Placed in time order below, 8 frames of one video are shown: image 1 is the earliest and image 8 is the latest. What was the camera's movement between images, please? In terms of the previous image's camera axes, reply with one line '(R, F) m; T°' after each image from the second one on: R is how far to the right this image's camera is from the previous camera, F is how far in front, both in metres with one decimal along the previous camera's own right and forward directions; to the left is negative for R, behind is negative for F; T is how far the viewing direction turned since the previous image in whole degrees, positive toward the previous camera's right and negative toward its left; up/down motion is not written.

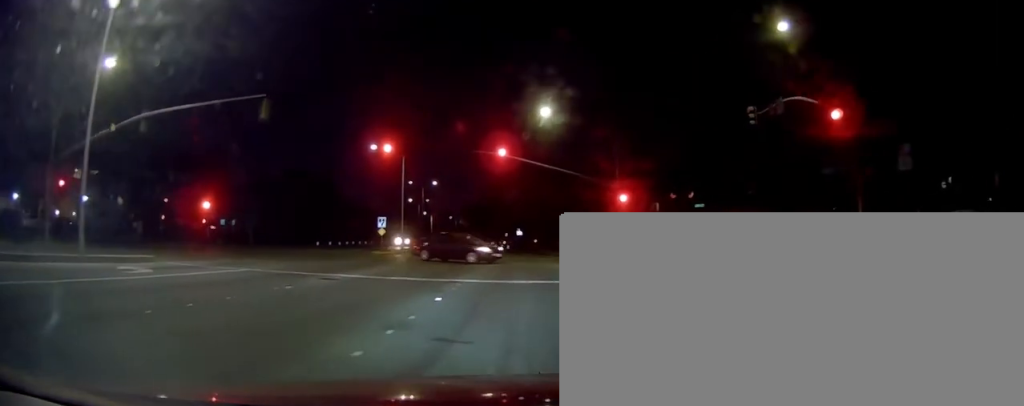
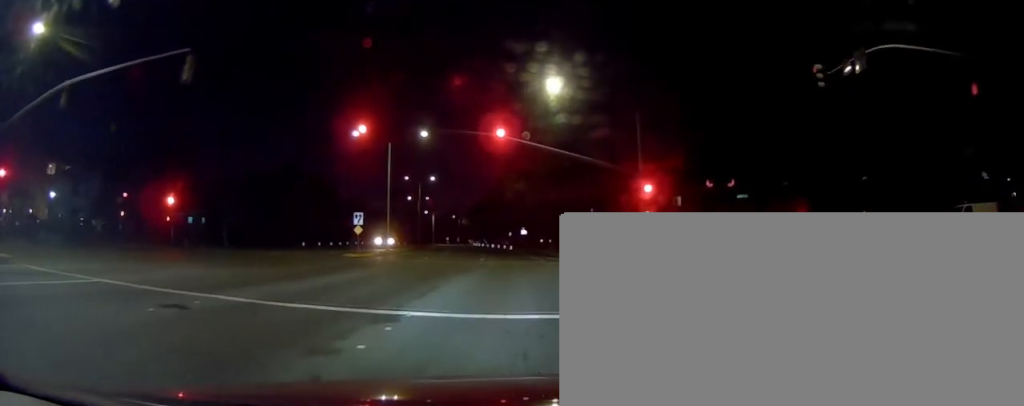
(0.0, +9.8) m; 0°
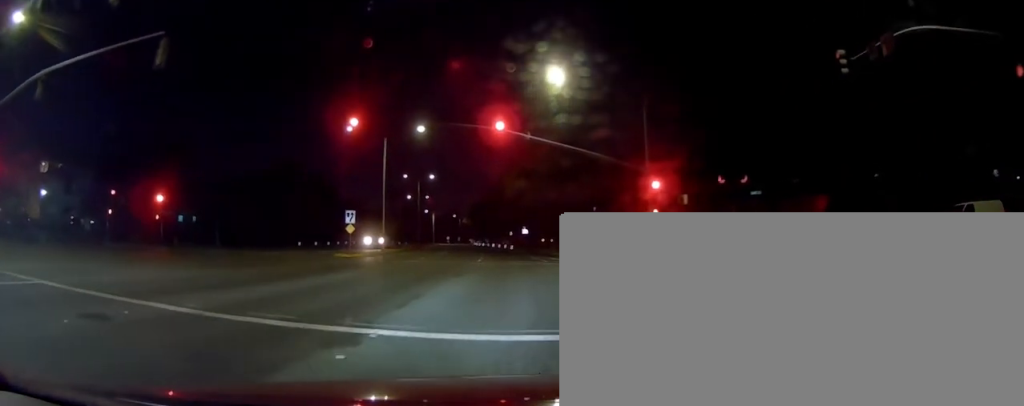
(0.0, +3.0) m; 0°
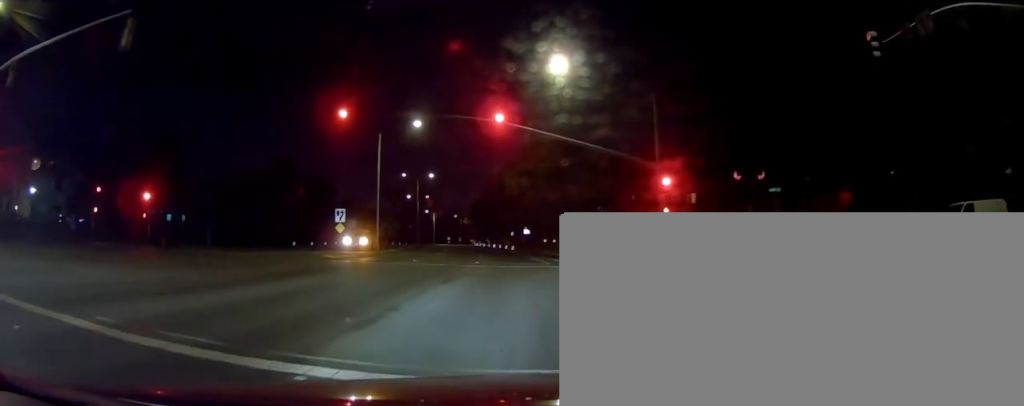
(0.0, +4.3) m; 0°
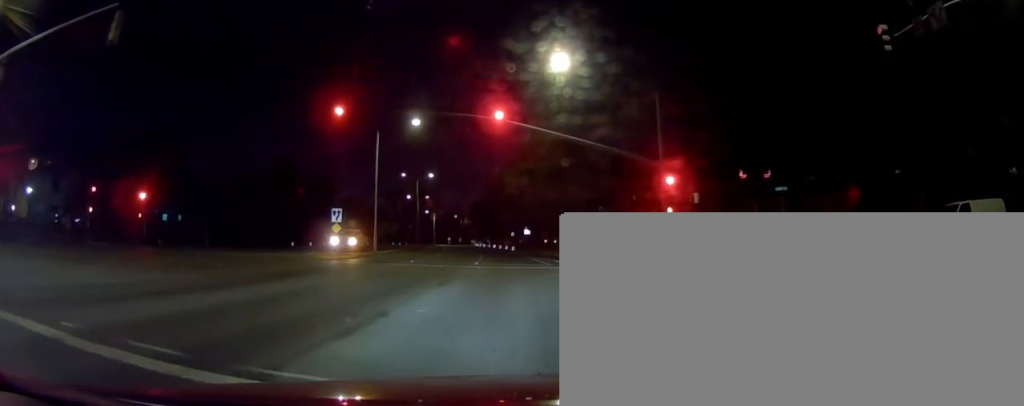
(0.0, +1.8) m; 0°
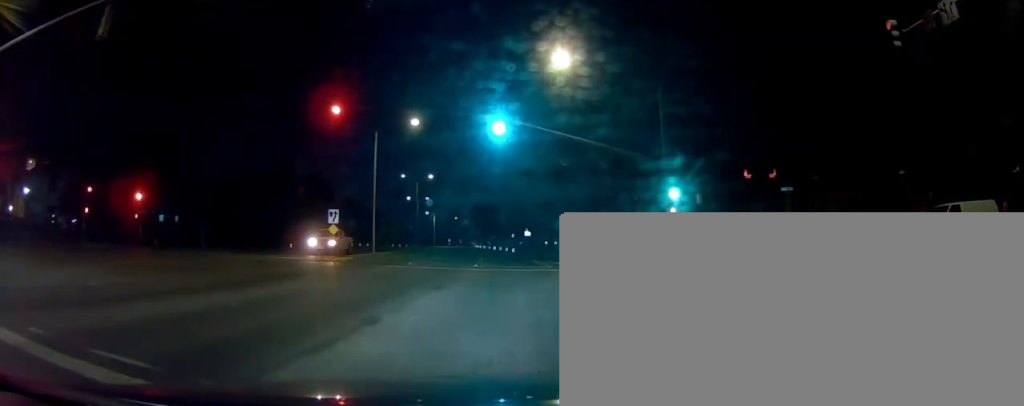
(0.0, +2.4) m; 0°
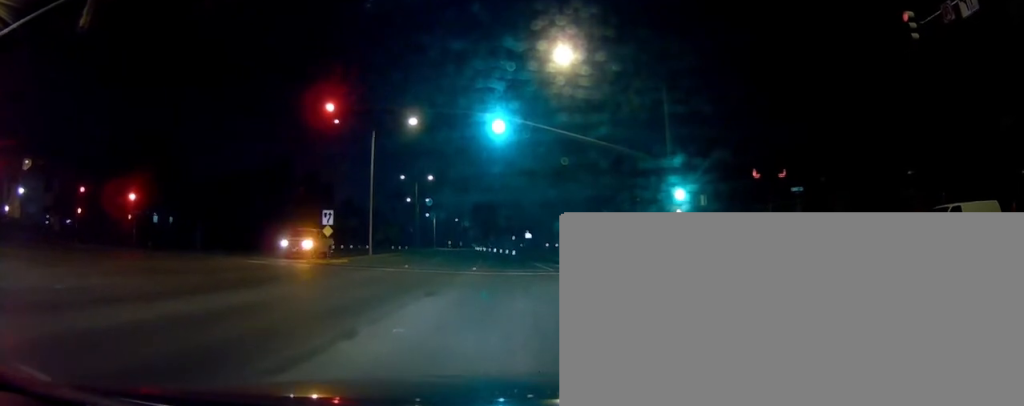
(0.0, +1.8) m; 0°
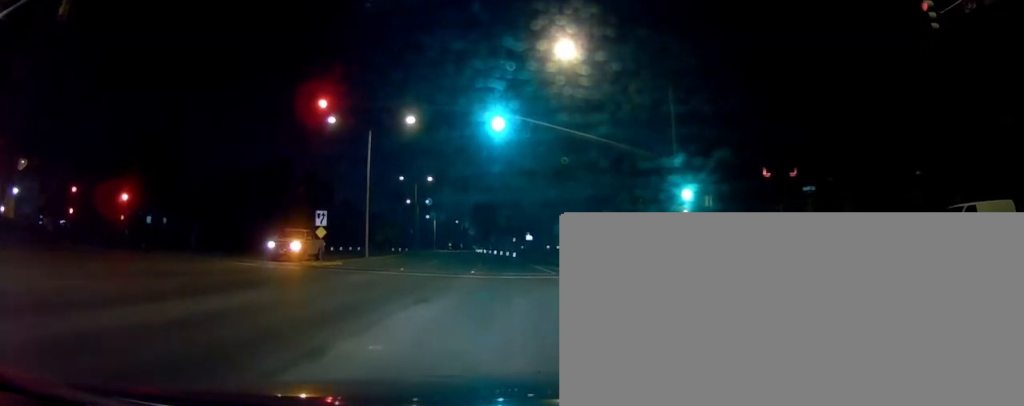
(0.0, +0.6) m; 0°
